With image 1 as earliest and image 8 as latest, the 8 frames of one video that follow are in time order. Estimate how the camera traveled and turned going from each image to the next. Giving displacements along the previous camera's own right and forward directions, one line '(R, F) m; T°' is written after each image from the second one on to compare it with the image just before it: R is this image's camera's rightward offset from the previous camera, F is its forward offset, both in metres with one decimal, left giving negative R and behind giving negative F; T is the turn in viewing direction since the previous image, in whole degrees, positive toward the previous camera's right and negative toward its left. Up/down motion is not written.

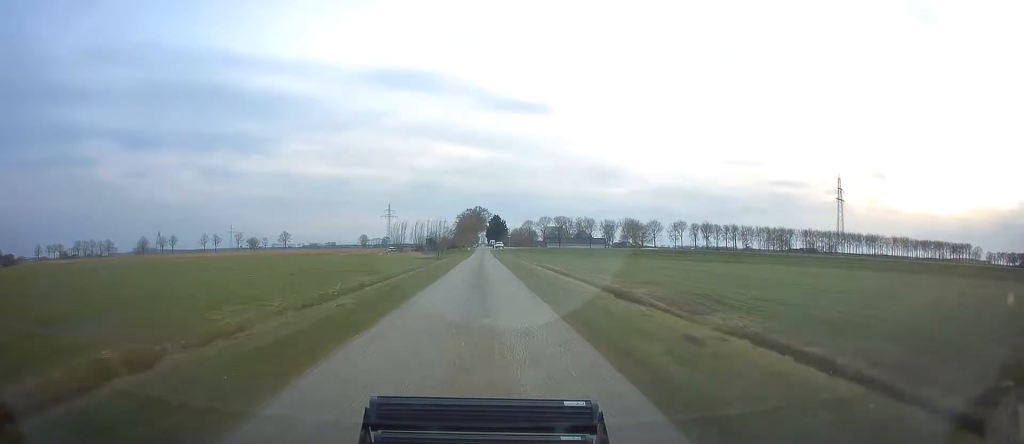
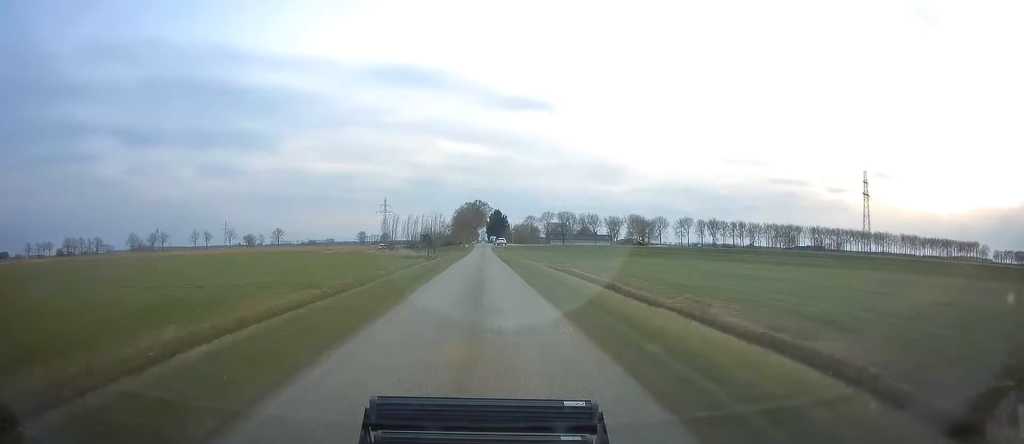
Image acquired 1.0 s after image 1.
(+0.1, +17.1) m; 0°
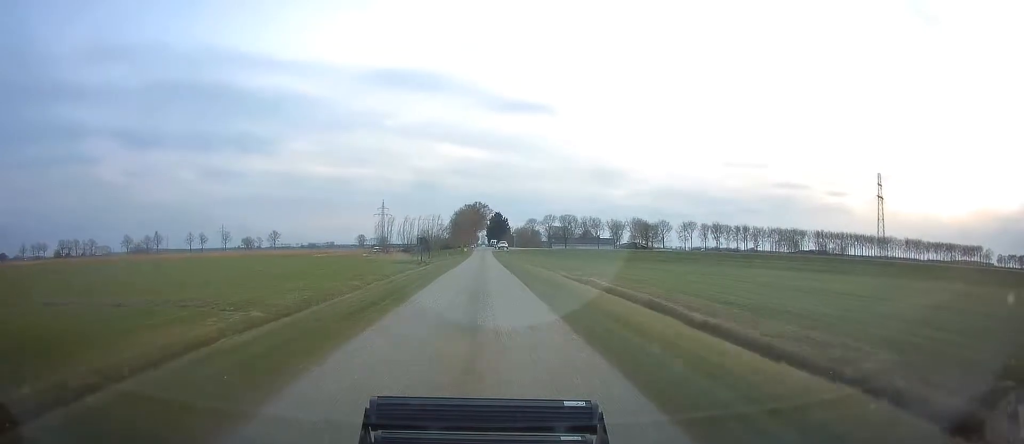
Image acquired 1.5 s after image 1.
(0.0, +8.4) m; 0°
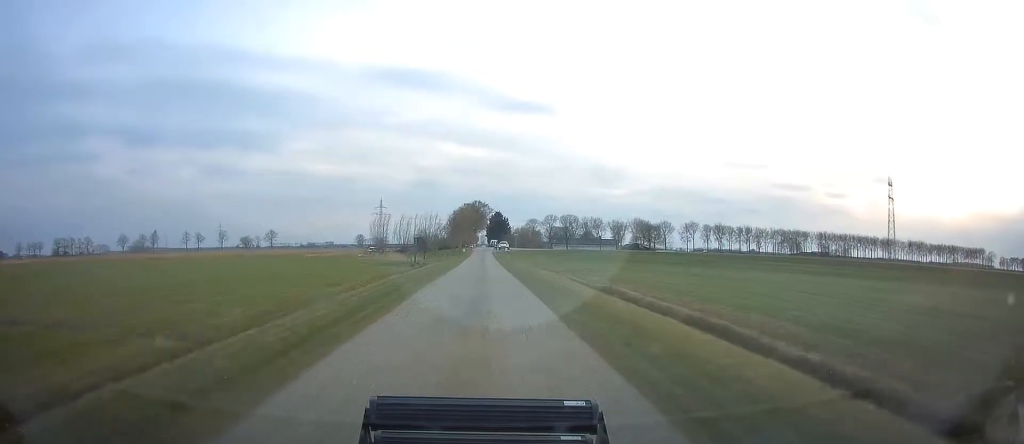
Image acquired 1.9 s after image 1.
(-0.1, +6.6) m; 0°
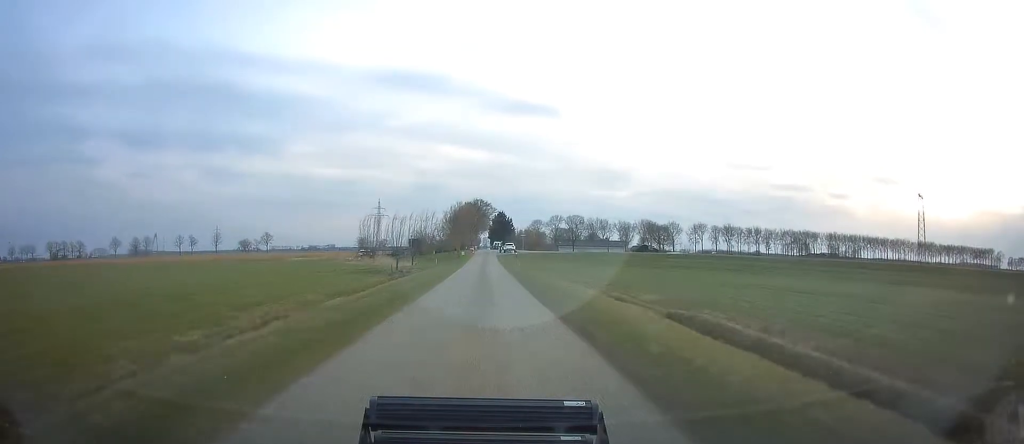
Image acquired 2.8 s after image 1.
(0.0, +14.9) m; +1°
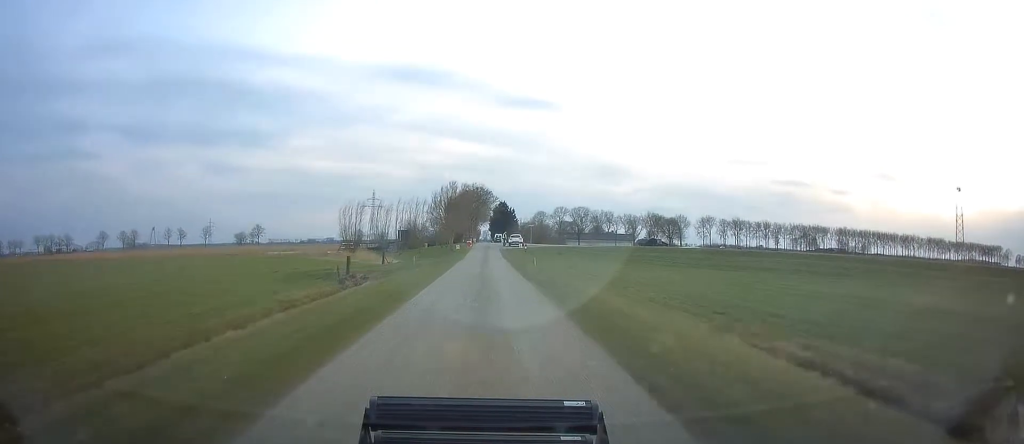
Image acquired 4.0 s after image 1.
(+0.2, +17.8) m; 0°
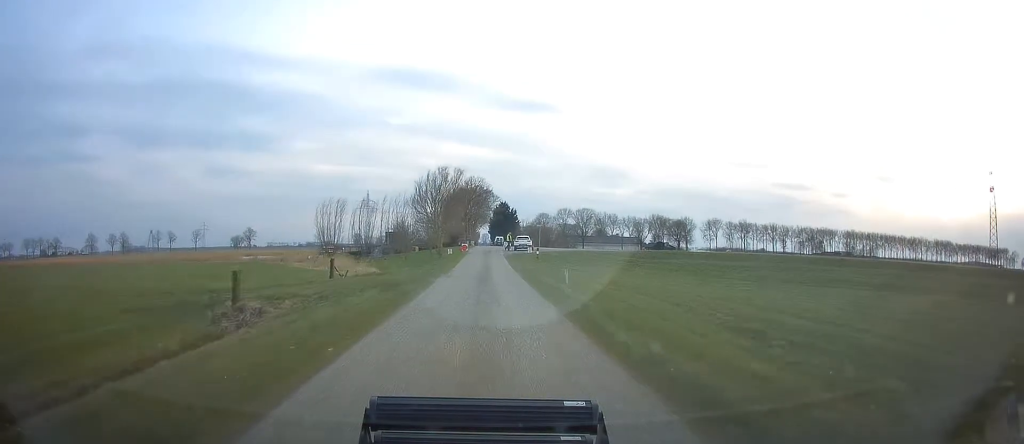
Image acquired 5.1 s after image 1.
(-0.1, +15.0) m; -1°
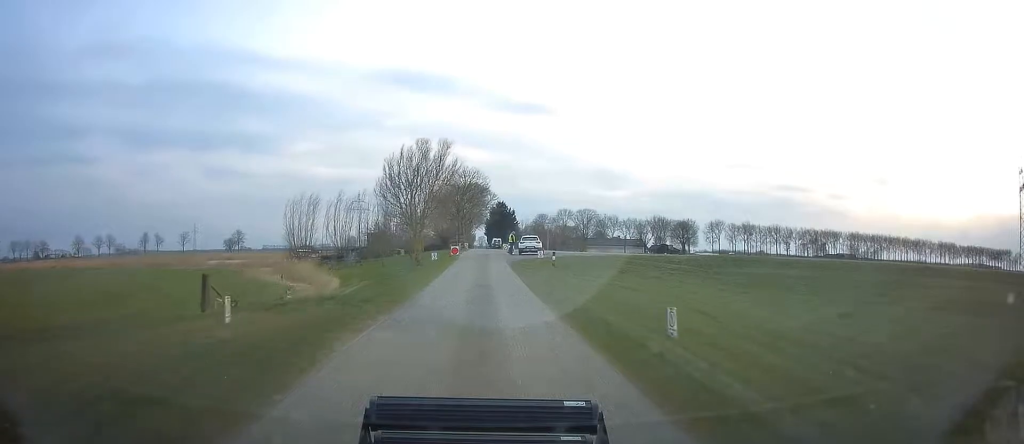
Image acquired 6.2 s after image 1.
(-0.2, +13.9) m; 0°
